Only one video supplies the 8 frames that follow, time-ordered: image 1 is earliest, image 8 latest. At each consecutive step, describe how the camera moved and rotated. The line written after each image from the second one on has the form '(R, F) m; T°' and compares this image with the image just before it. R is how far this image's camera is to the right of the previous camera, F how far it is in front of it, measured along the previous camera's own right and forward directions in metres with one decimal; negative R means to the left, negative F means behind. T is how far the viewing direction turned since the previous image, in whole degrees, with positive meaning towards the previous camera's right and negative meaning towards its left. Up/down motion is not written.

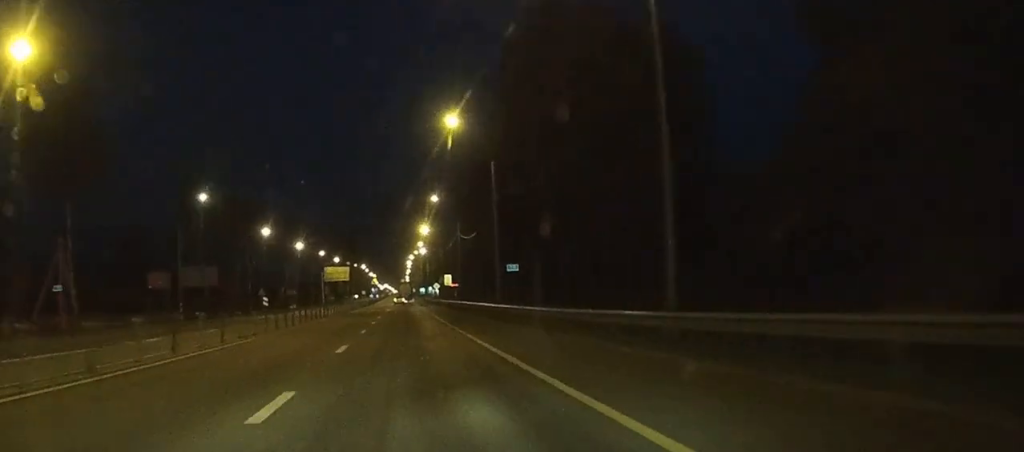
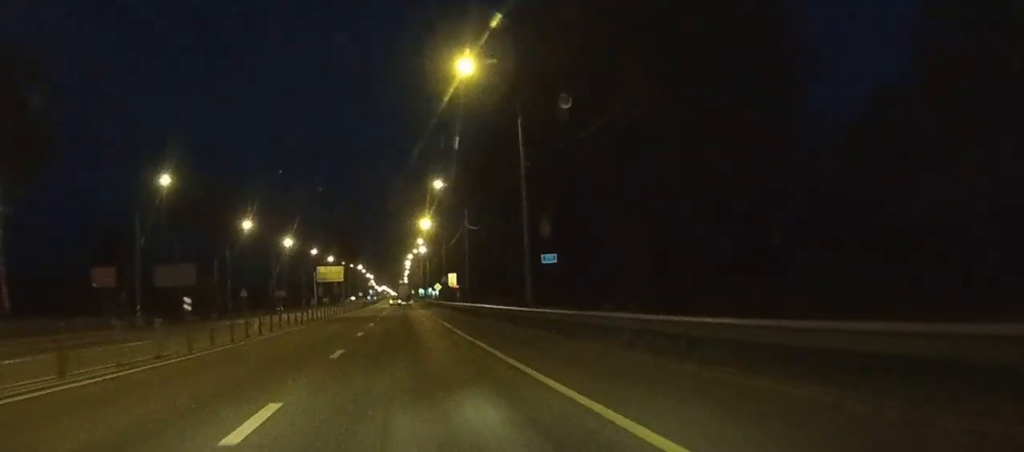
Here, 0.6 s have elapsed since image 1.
(0.0, +13.3) m; 0°
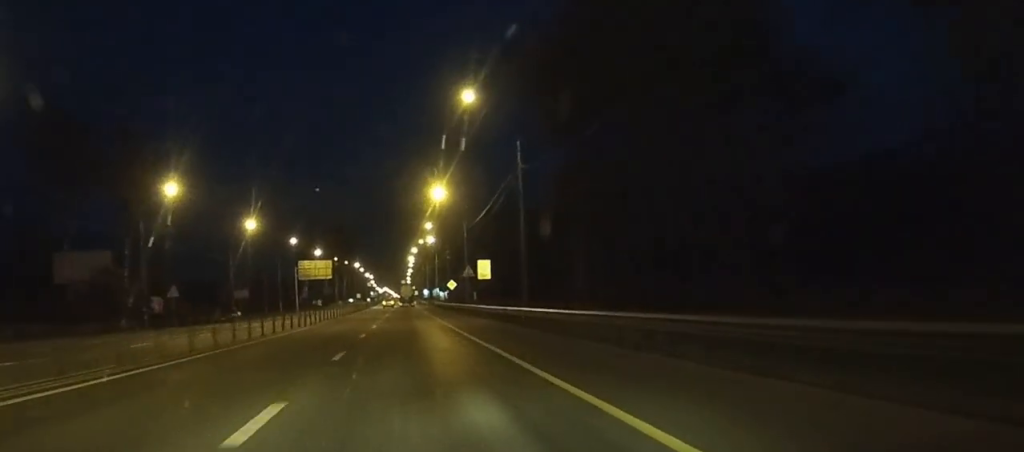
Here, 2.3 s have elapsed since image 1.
(+0.2, +35.0) m; 0°
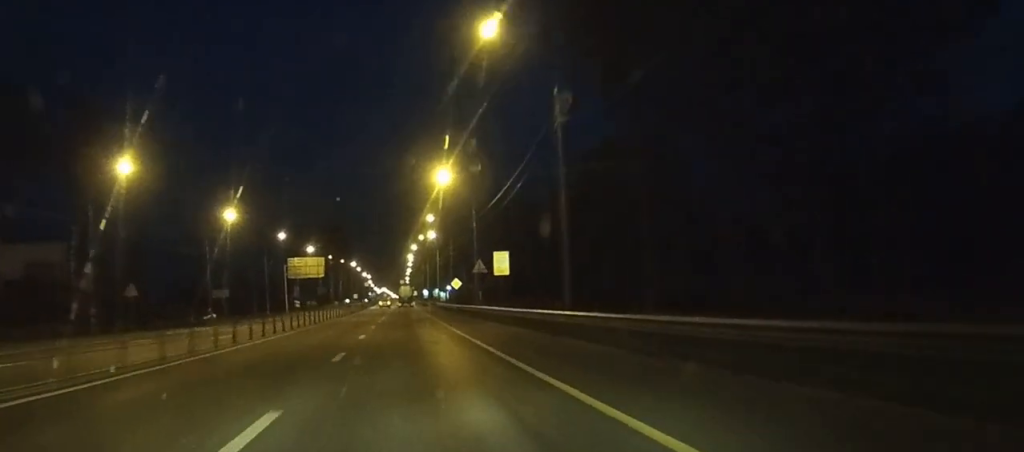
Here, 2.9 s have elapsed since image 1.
(0.0, +11.9) m; 0°
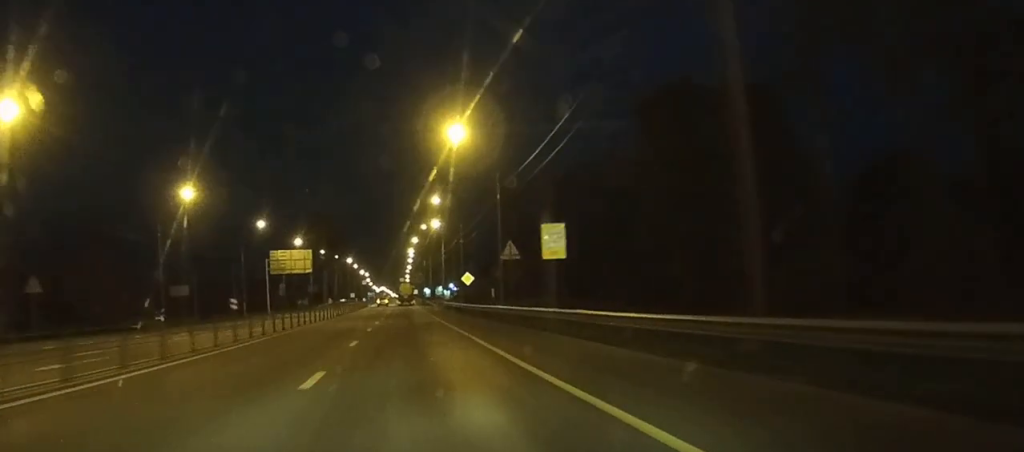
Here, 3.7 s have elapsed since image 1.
(-0.1, +18.2) m; 0°
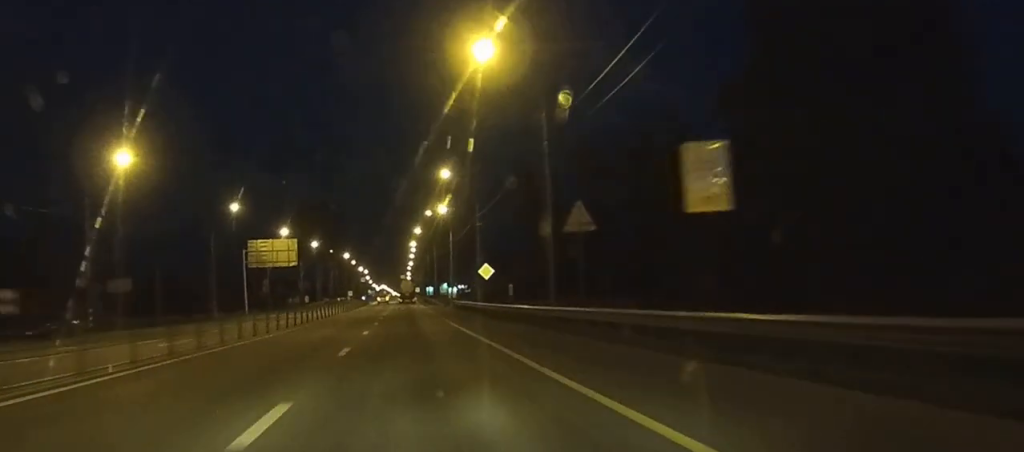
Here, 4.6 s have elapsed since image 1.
(0.0, +17.5) m; 0°
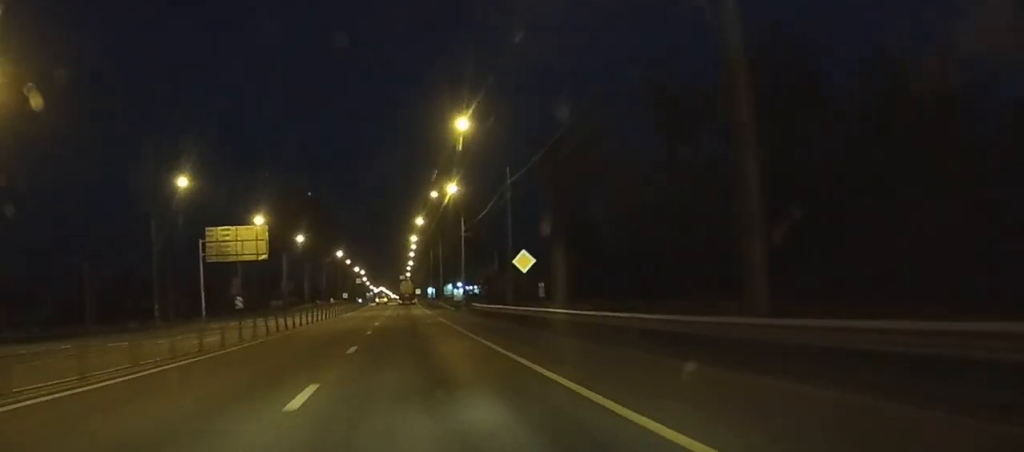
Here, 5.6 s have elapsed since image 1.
(+0.1, +20.9) m; 0°
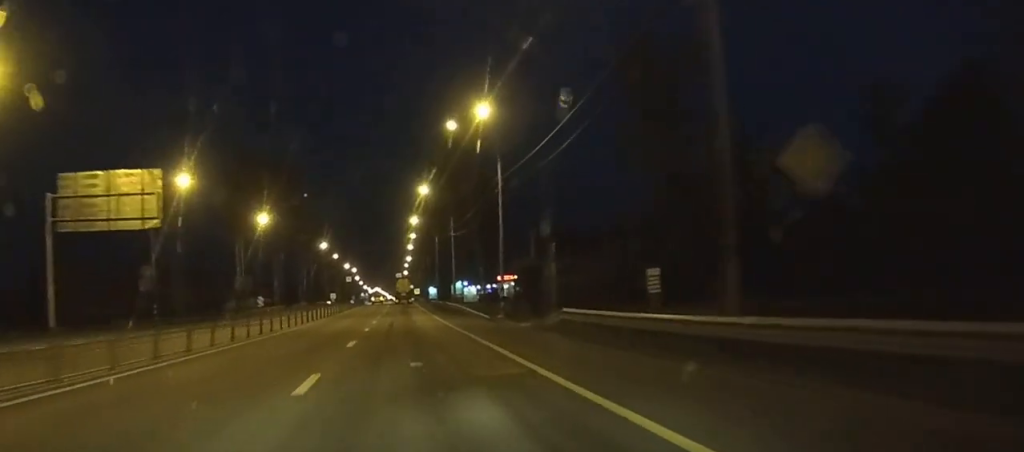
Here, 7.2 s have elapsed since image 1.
(-0.1, +33.5) m; 0°
